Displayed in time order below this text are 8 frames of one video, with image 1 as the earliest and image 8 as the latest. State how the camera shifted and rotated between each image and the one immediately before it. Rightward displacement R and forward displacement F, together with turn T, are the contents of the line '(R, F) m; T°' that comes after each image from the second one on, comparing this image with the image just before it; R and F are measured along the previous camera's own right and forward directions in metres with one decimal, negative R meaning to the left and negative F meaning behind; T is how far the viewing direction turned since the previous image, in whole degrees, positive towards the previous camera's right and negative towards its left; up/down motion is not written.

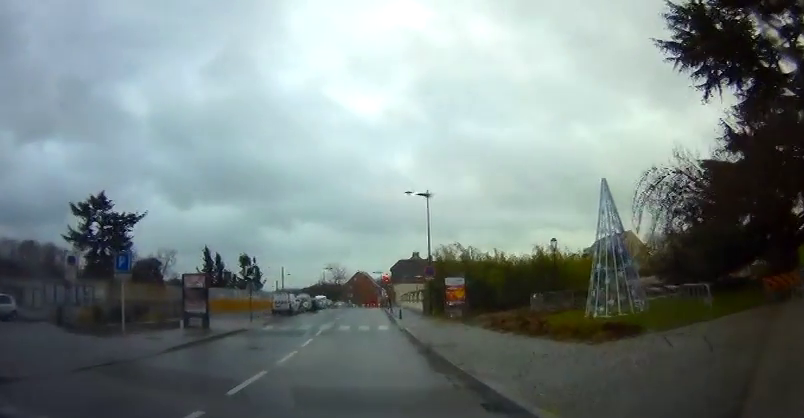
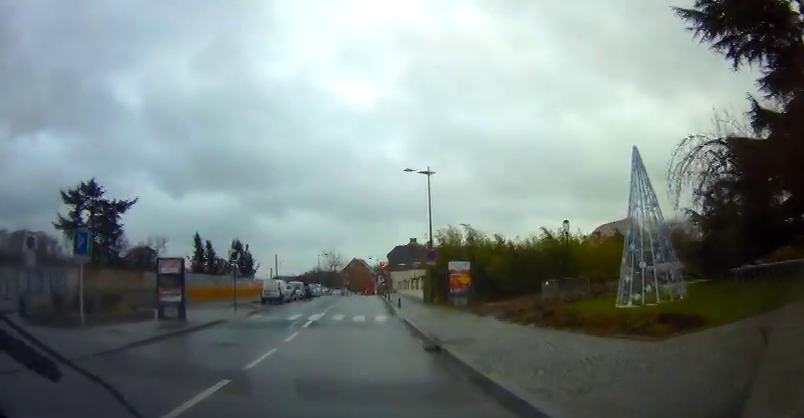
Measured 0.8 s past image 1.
(+0.1, +3.0) m; +1°
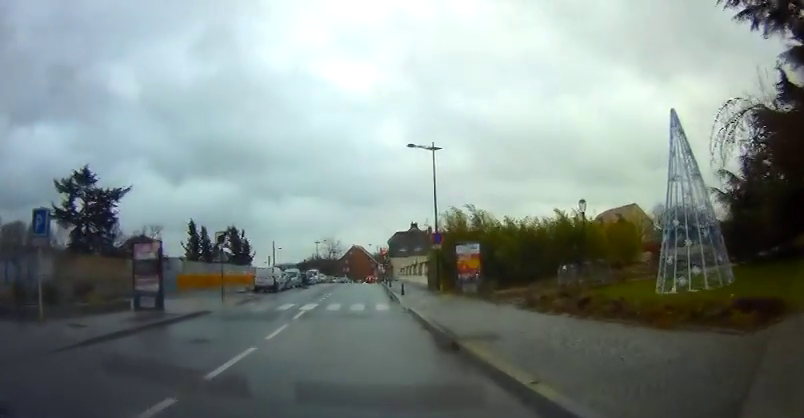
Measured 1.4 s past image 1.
(-0.1, +2.3) m; +1°
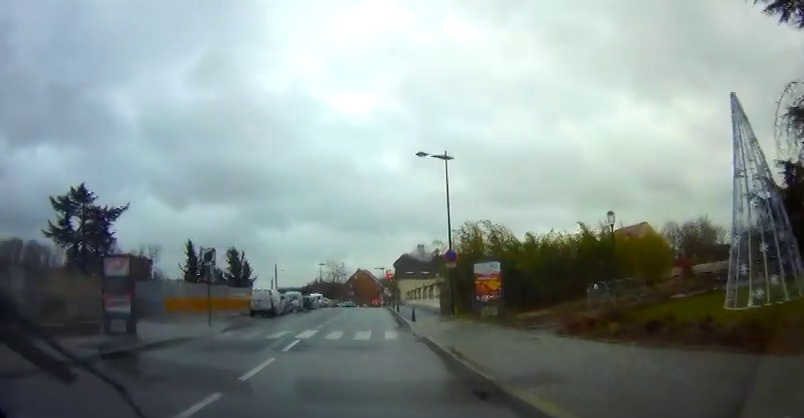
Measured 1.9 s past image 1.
(0.0, +2.4) m; +1°
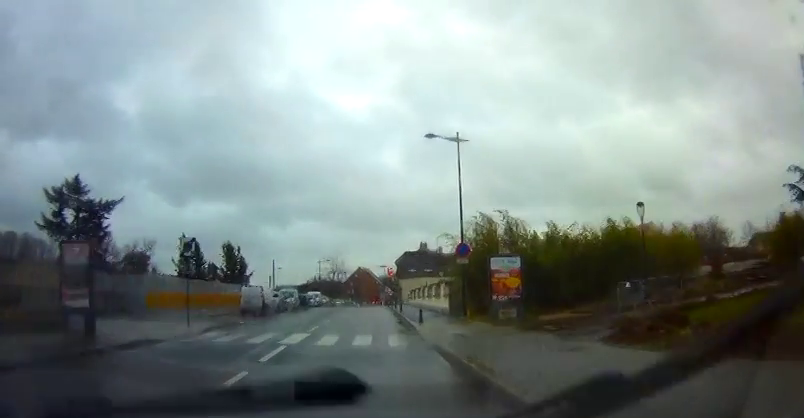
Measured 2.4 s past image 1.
(+0.1, +2.4) m; 0°
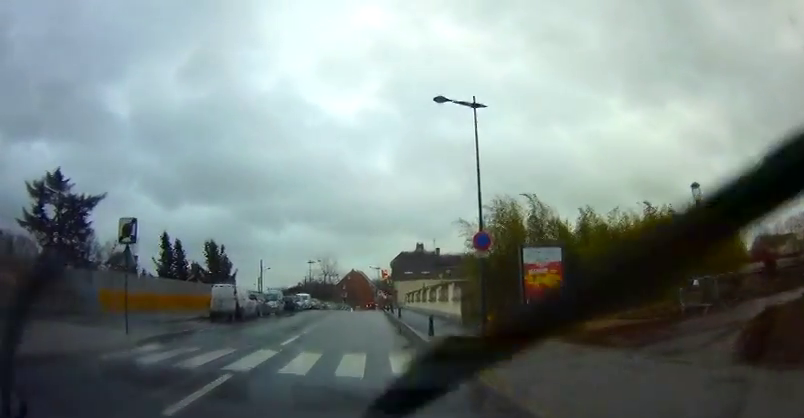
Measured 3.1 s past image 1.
(0.0, +4.2) m; 0°
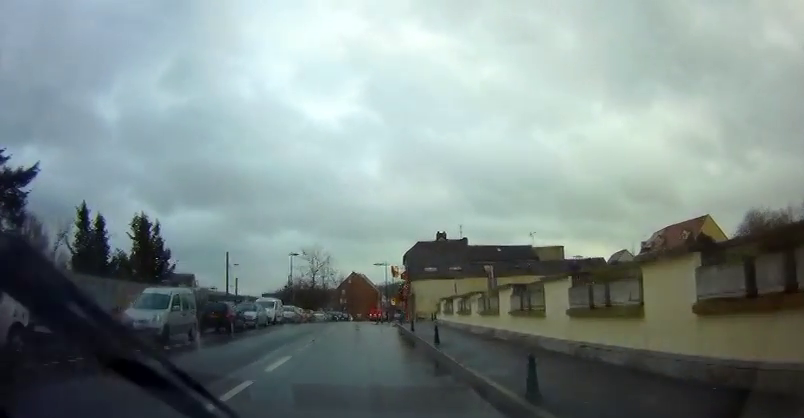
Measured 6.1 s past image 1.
(-0.3, +20.7) m; -1°
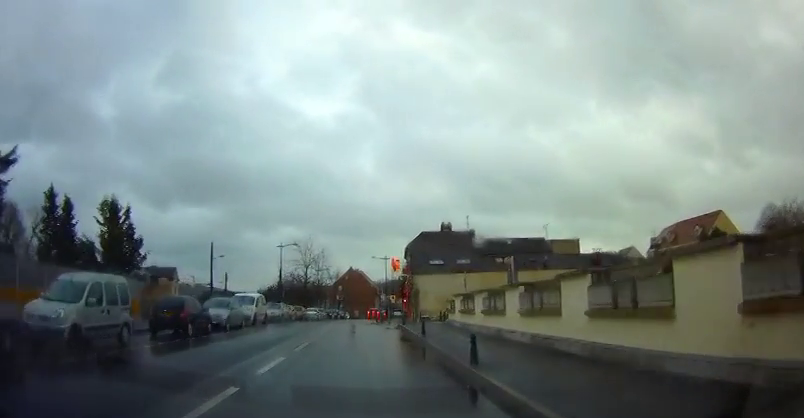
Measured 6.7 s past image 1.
(0.0, +5.1) m; -1°
